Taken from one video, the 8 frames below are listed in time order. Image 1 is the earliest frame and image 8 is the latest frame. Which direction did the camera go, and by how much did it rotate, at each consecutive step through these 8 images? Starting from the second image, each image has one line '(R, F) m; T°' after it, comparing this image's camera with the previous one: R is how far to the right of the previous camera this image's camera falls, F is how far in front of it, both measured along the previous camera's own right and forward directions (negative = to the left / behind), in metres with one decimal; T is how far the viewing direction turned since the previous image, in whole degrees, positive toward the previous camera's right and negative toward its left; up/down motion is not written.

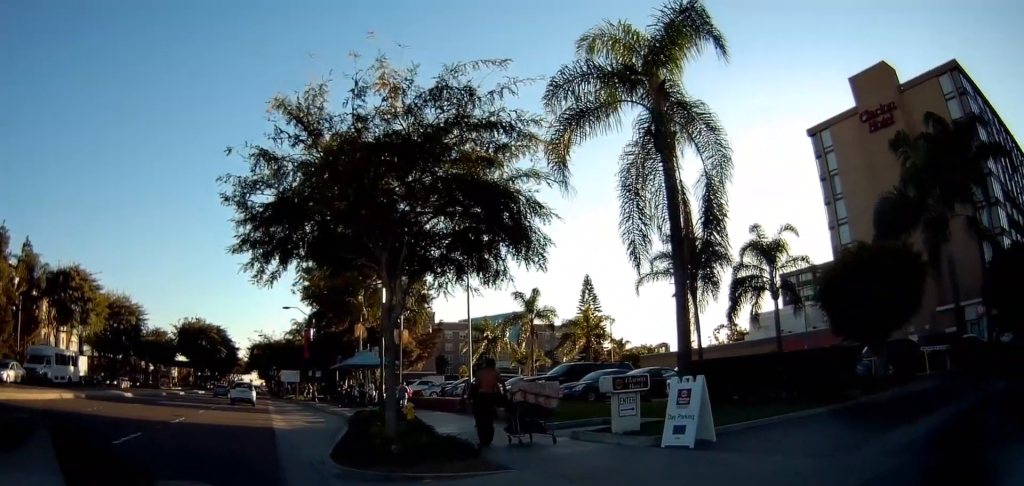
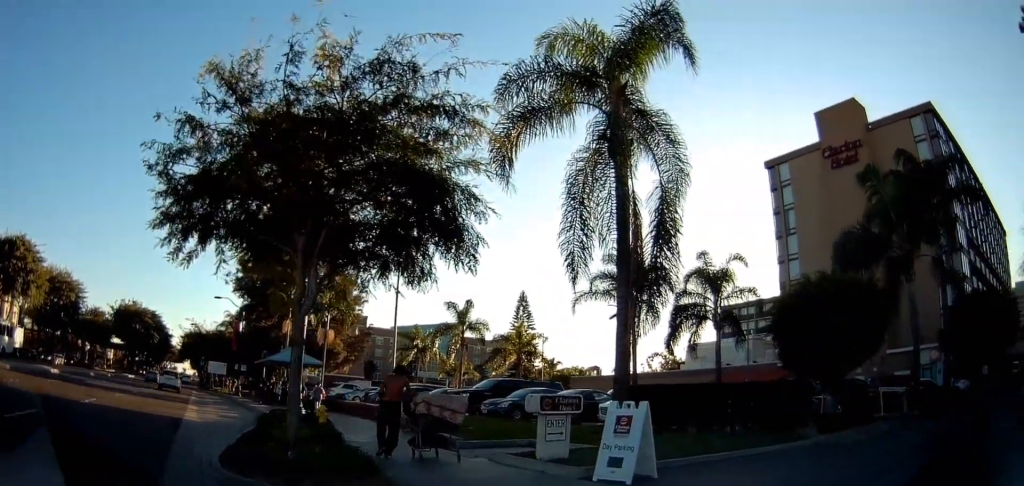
(+0.4, +1.3) m; +7°
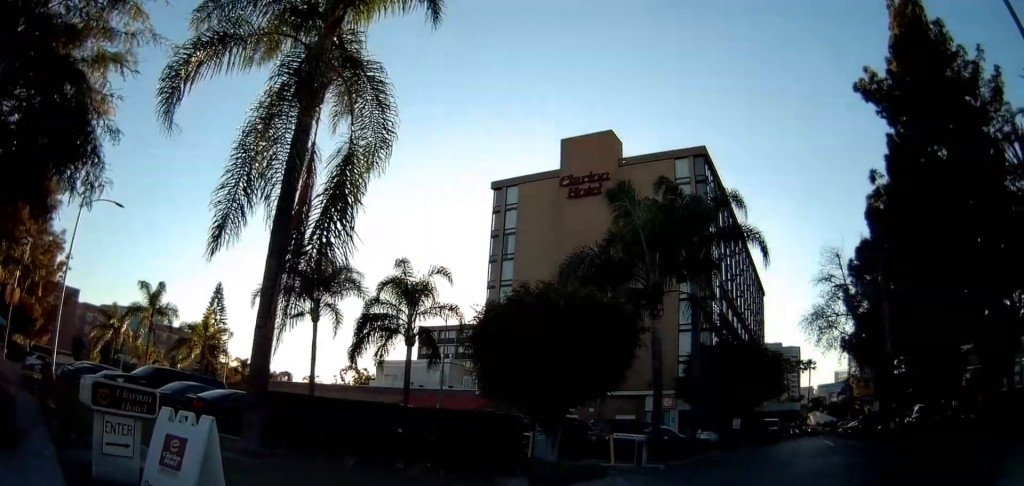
(-0.1, +3.8) m; +13°
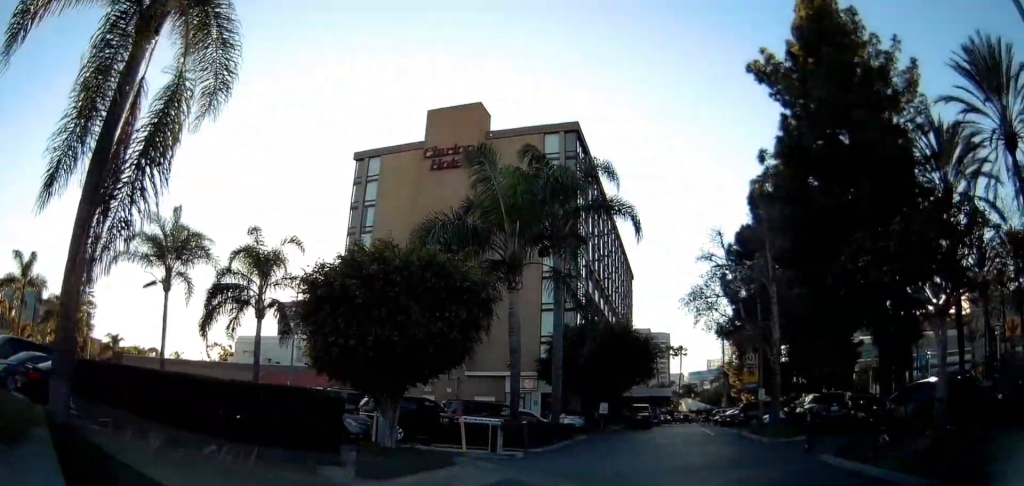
(+0.4, +1.8) m; +13°
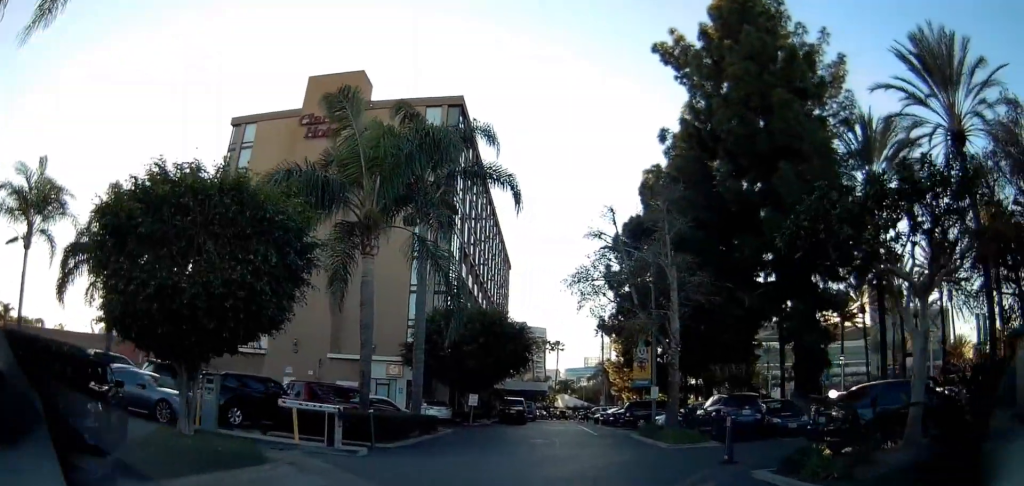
(+0.5, +3.0) m; +13°
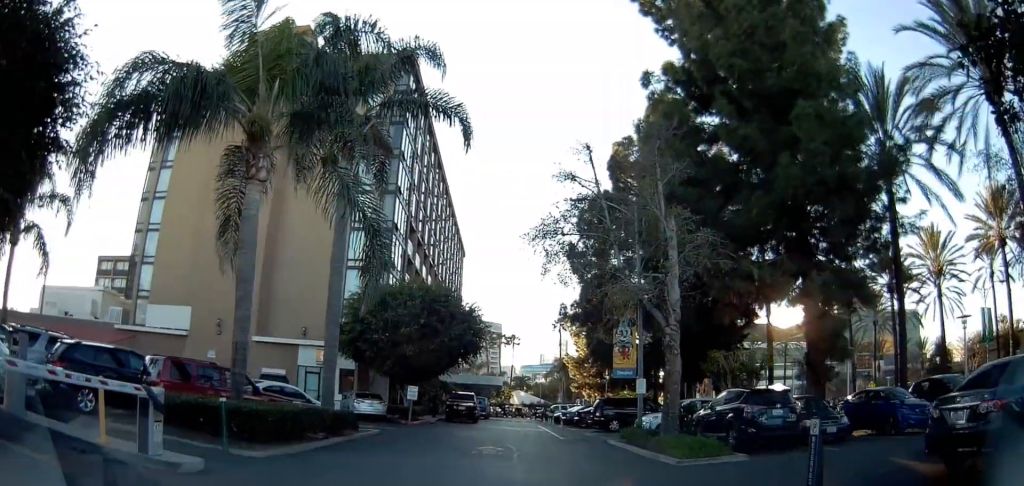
(+0.6, +5.7) m; +8°
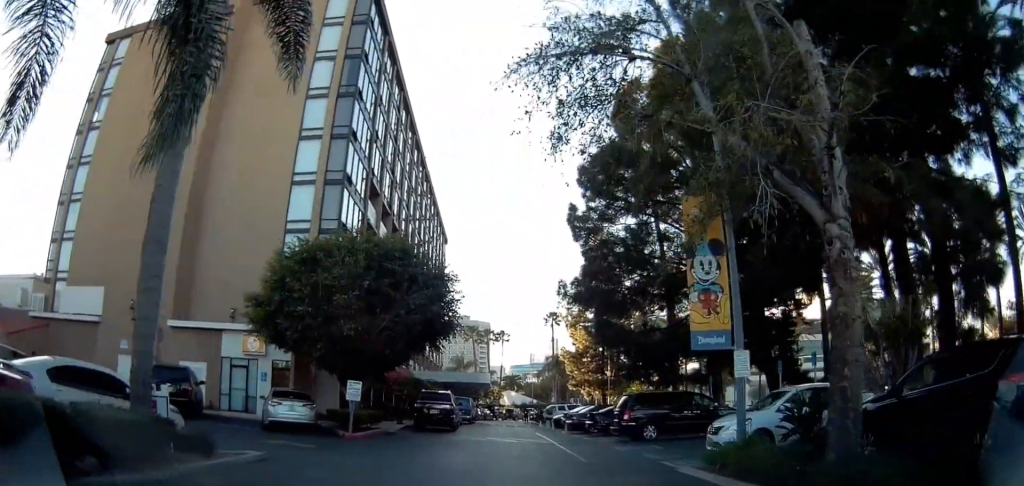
(-0.1, +9.8) m; -2°
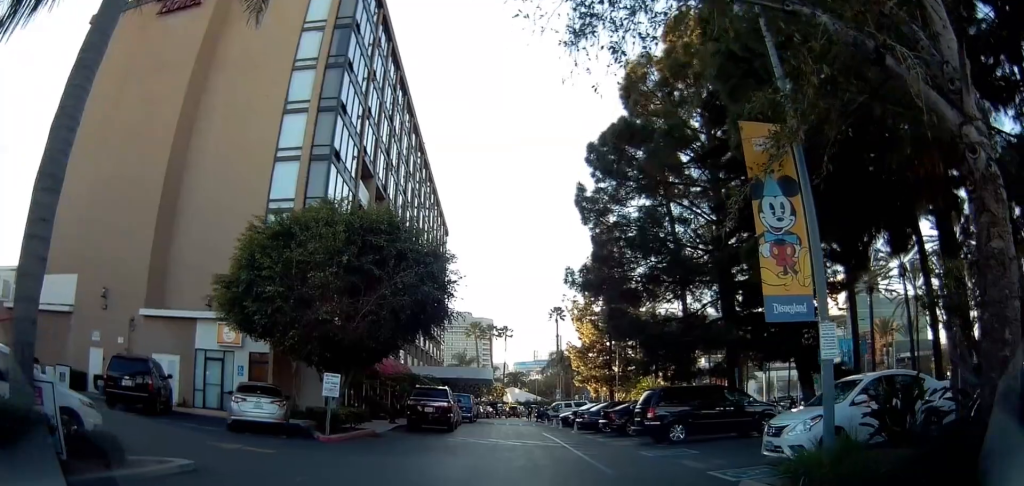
(0.0, +3.0) m; +1°
